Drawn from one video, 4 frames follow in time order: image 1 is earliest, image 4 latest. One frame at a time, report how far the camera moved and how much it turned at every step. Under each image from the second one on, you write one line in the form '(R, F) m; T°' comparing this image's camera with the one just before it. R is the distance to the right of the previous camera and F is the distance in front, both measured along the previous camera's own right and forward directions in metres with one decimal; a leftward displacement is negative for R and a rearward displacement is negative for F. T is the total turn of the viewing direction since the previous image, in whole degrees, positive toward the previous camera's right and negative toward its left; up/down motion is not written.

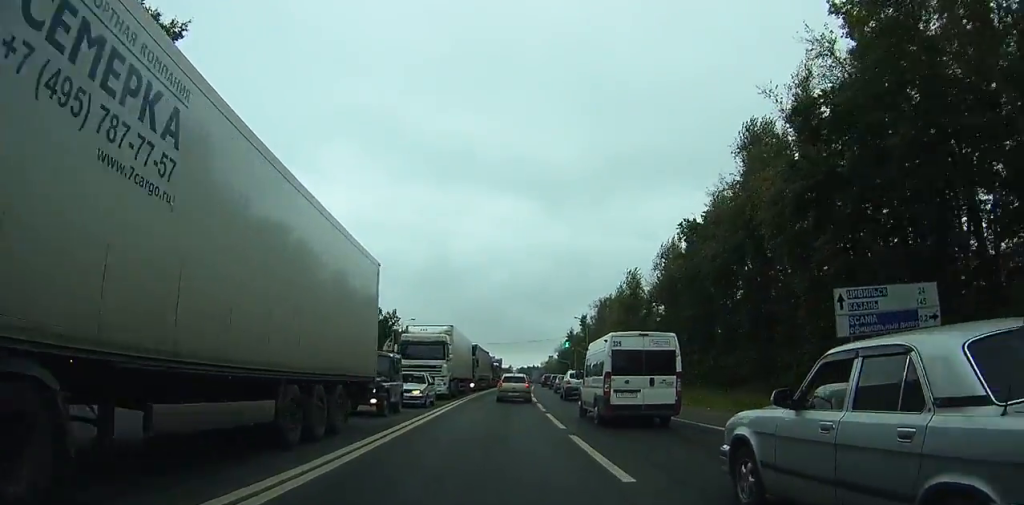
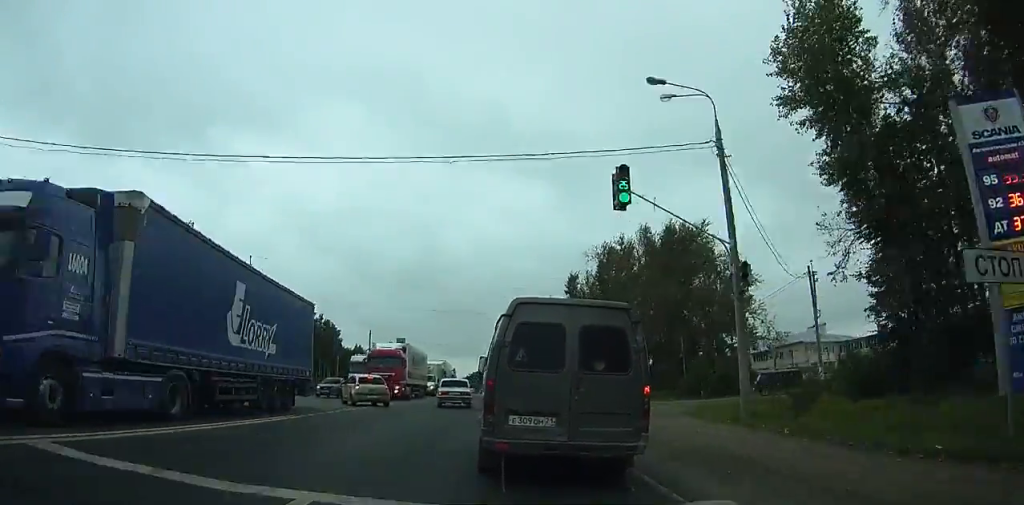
(+10.1, +77.4) m; +6°
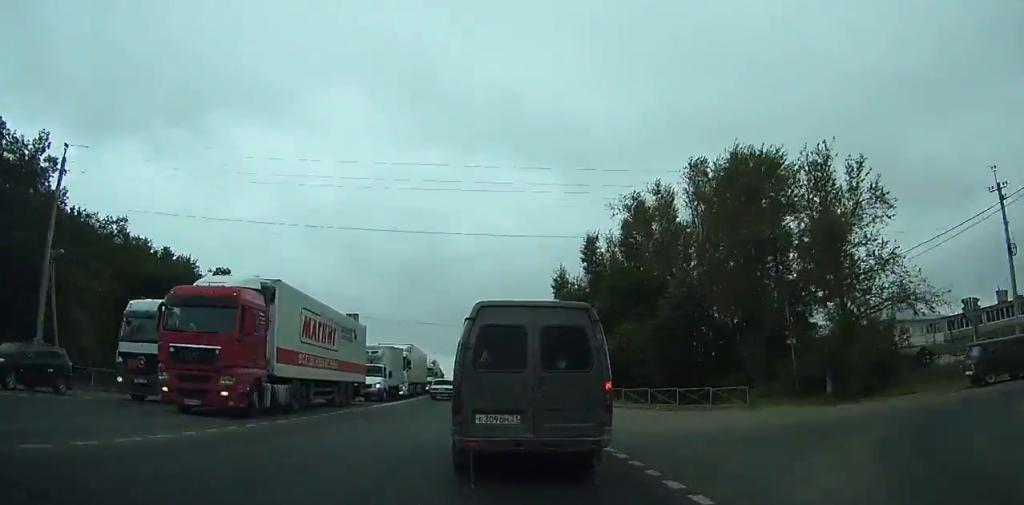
(-0.4, +27.1) m; -2°
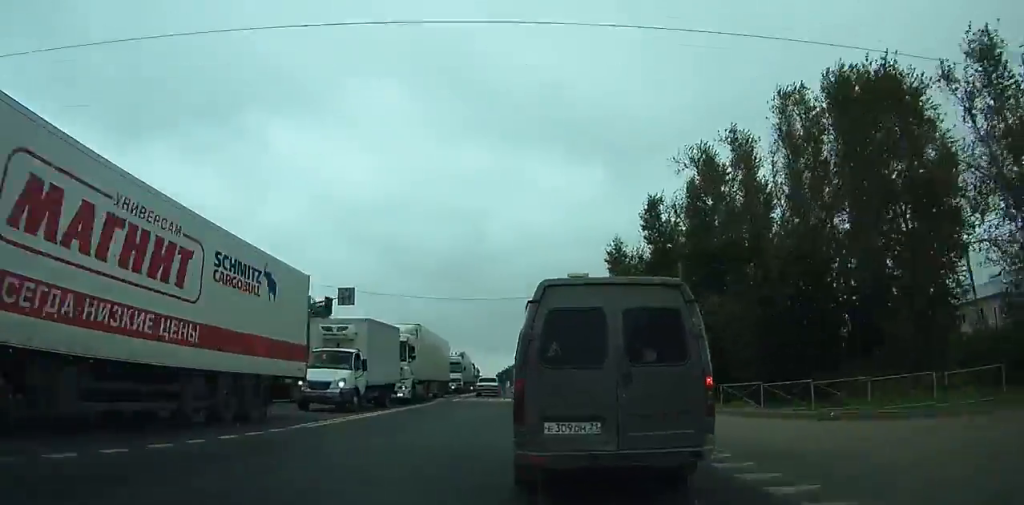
(+0.1, +15.2) m; -1°
